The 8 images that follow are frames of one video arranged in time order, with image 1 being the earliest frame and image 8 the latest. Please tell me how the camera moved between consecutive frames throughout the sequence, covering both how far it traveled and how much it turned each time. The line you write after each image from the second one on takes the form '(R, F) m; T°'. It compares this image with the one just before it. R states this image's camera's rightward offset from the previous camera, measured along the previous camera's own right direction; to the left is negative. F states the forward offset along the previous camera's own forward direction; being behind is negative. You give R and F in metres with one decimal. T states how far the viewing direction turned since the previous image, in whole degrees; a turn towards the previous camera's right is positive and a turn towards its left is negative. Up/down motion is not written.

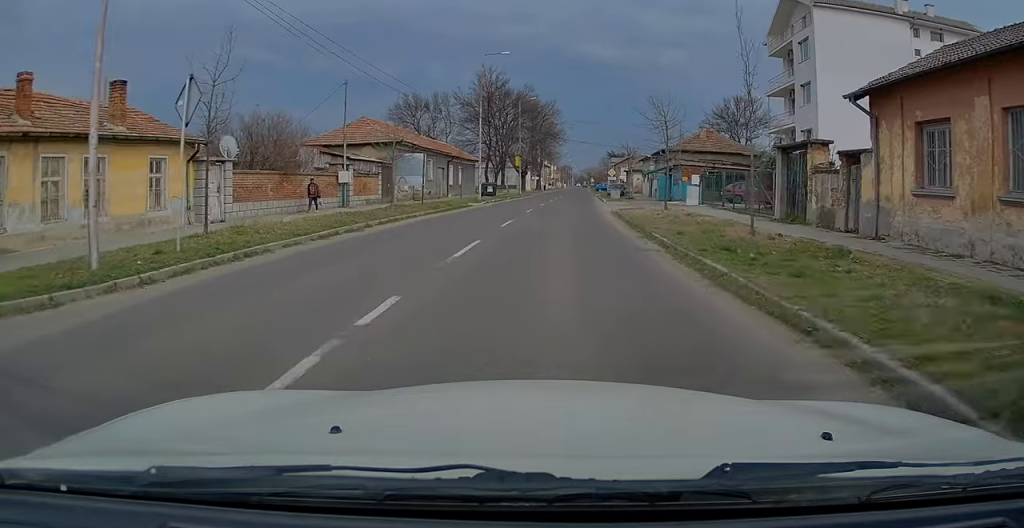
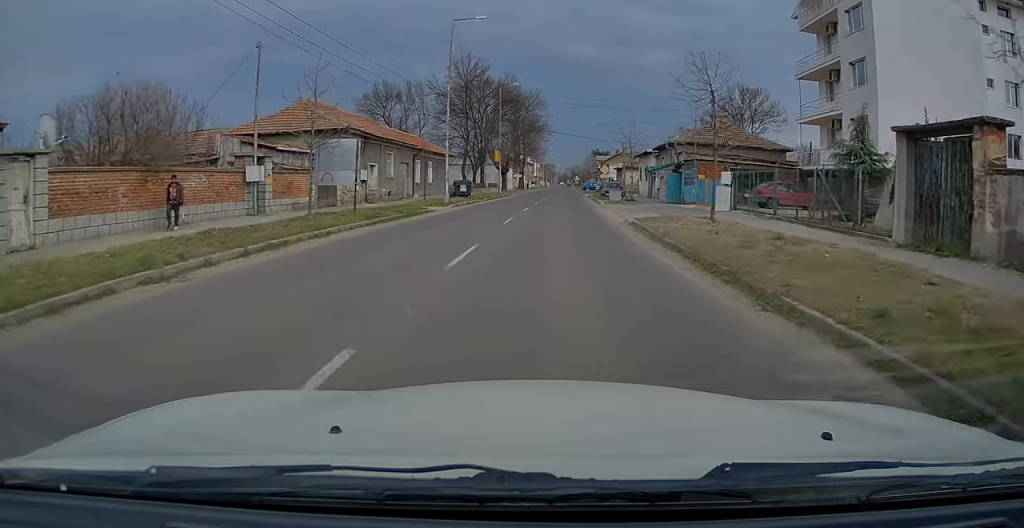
(+0.1, +8.7) m; +1°
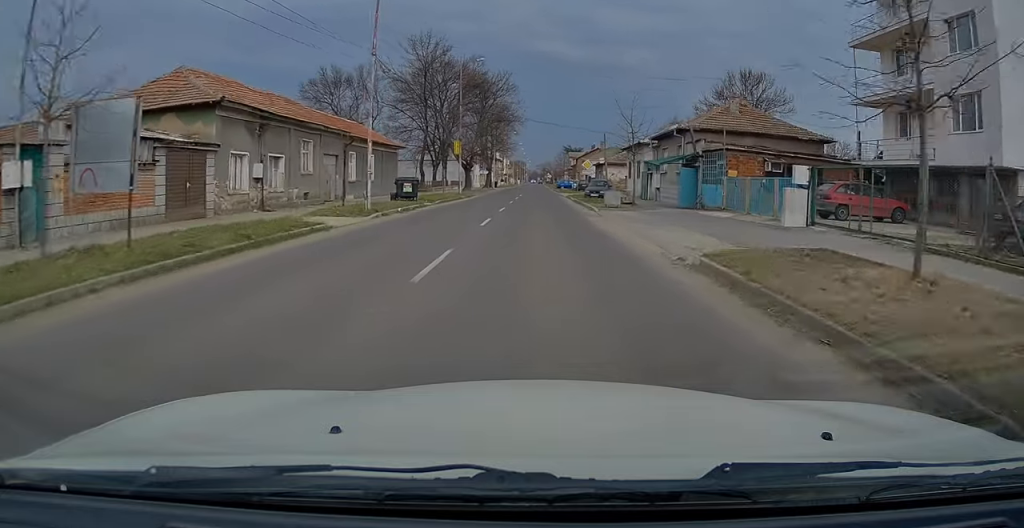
(0.0, +10.6) m; +1°
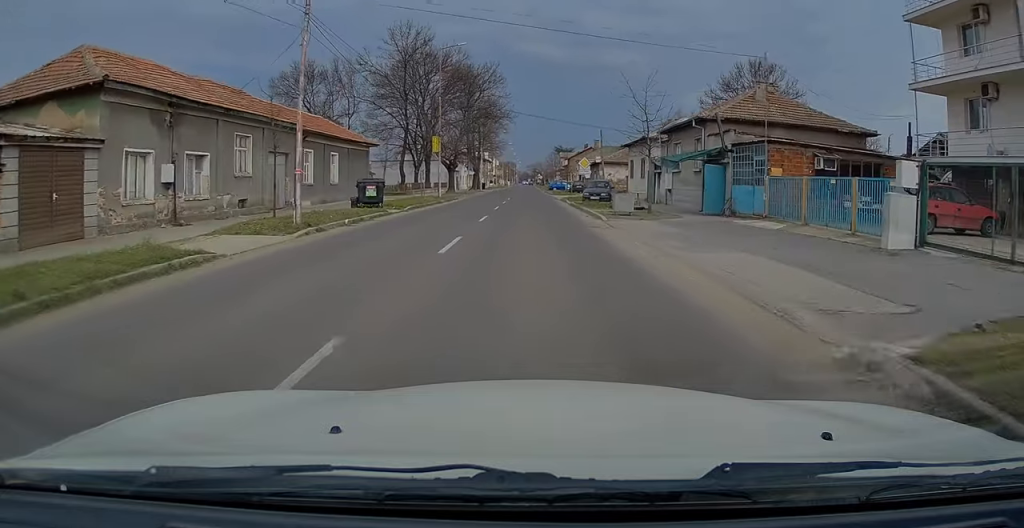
(0.0, +5.9) m; 0°
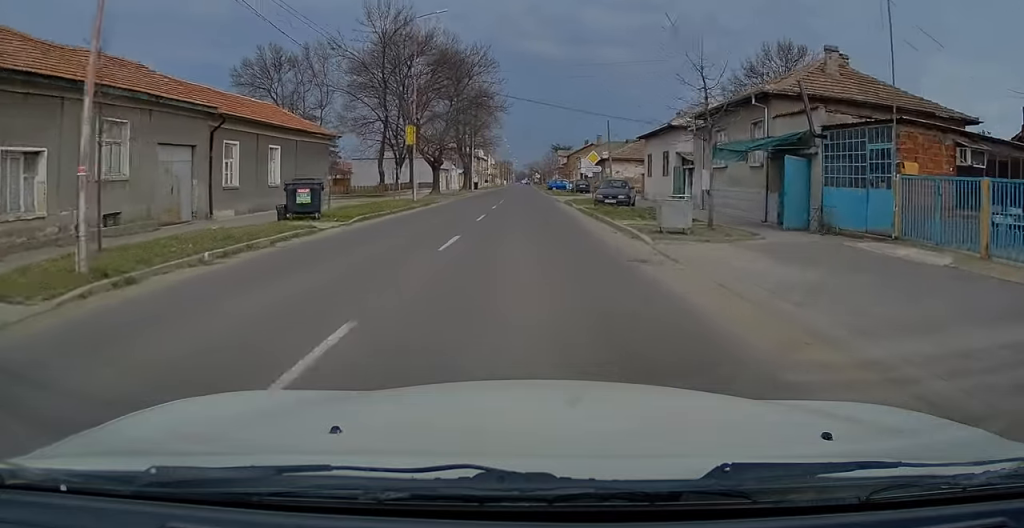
(0.0, +8.1) m; 0°
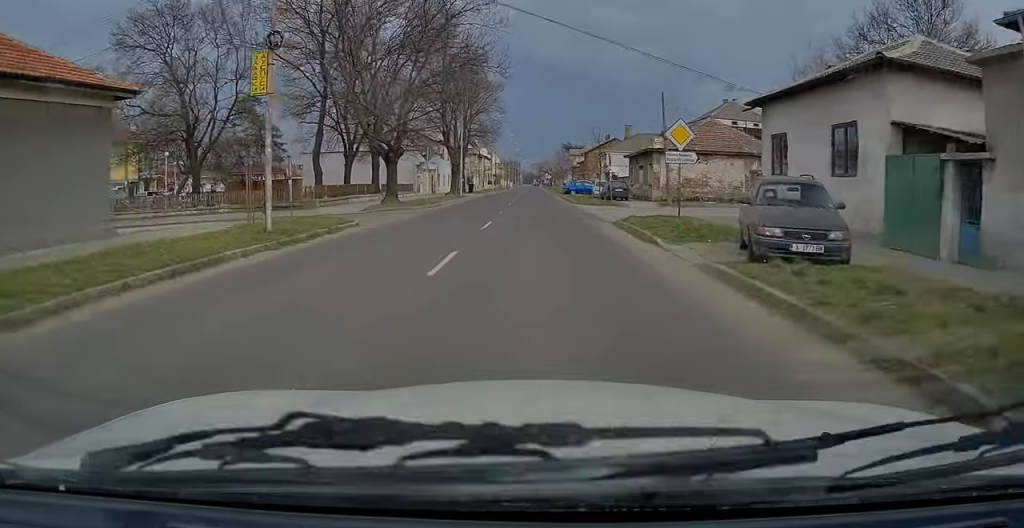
(-0.1, +20.0) m; +1°
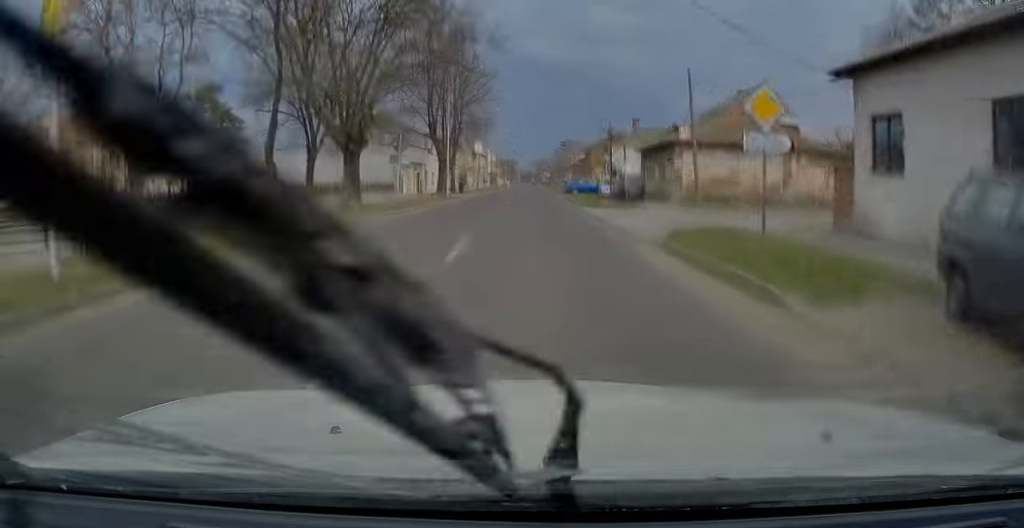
(+0.1, +7.1) m; 0°
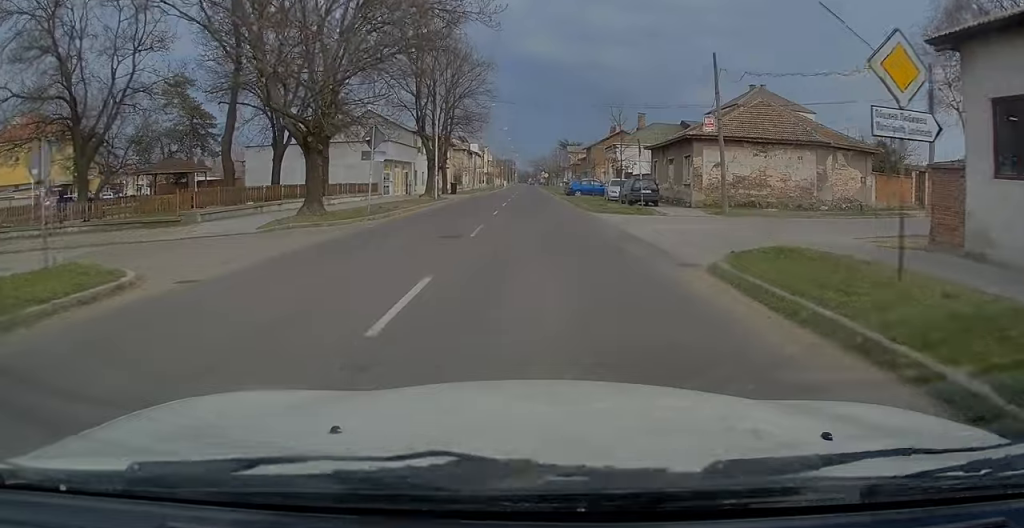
(0.0, +4.7) m; 0°
